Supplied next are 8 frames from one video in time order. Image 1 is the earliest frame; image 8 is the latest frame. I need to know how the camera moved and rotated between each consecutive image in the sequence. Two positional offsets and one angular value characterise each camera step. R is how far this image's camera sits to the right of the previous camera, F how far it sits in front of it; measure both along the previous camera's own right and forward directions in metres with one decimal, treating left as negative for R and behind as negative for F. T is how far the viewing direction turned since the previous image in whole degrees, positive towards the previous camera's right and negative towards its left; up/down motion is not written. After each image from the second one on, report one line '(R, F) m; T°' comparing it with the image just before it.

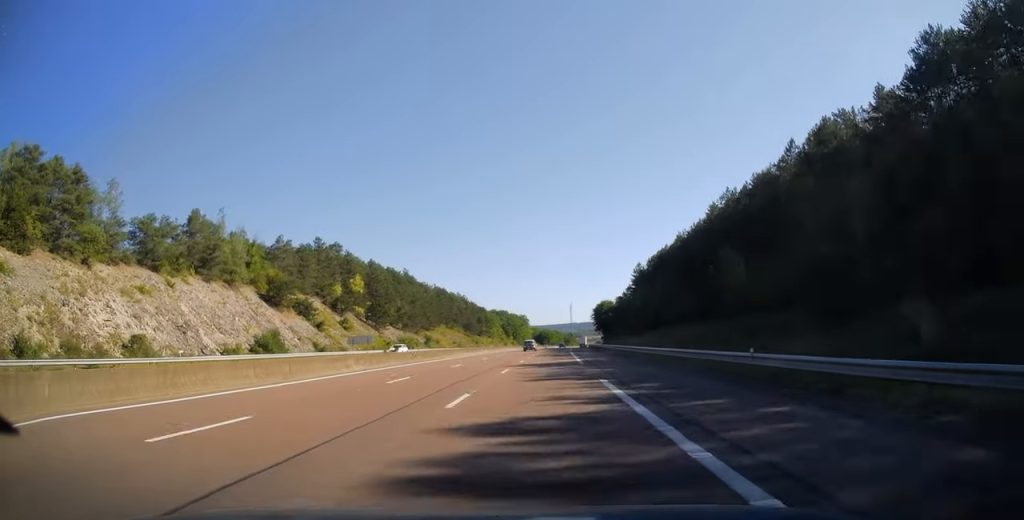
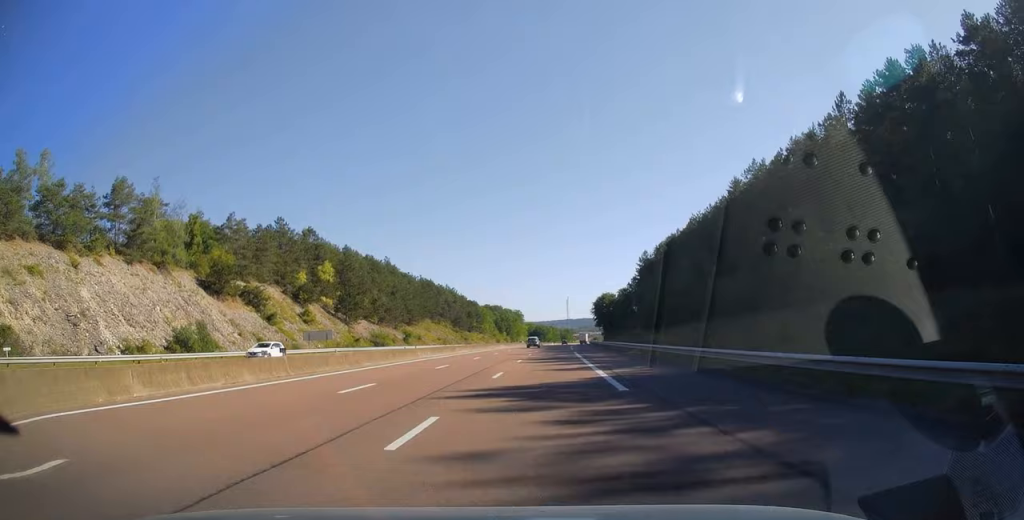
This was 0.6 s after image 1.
(0.0, +17.9) m; +1°
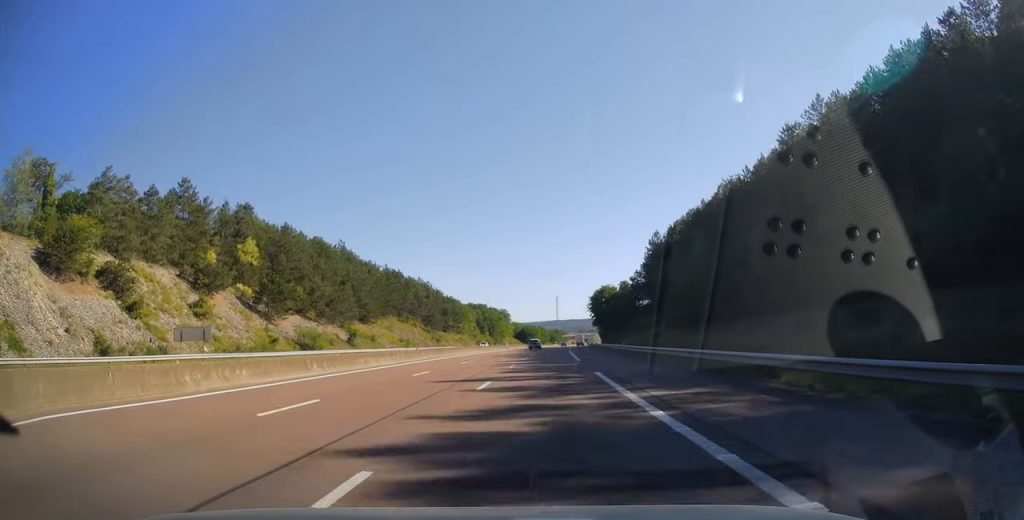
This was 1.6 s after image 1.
(+0.5, +30.1) m; +1°
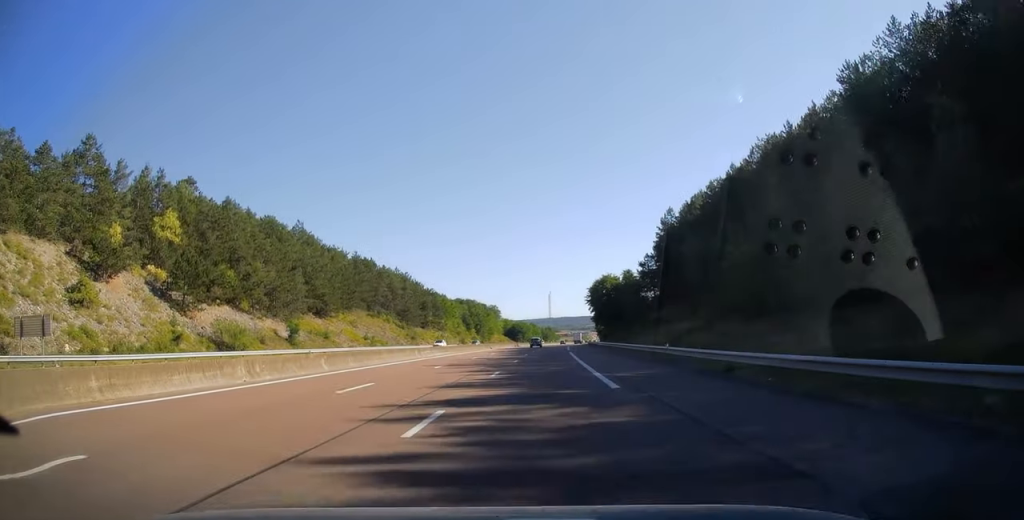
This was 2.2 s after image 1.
(0.0, +21.0) m; +1°
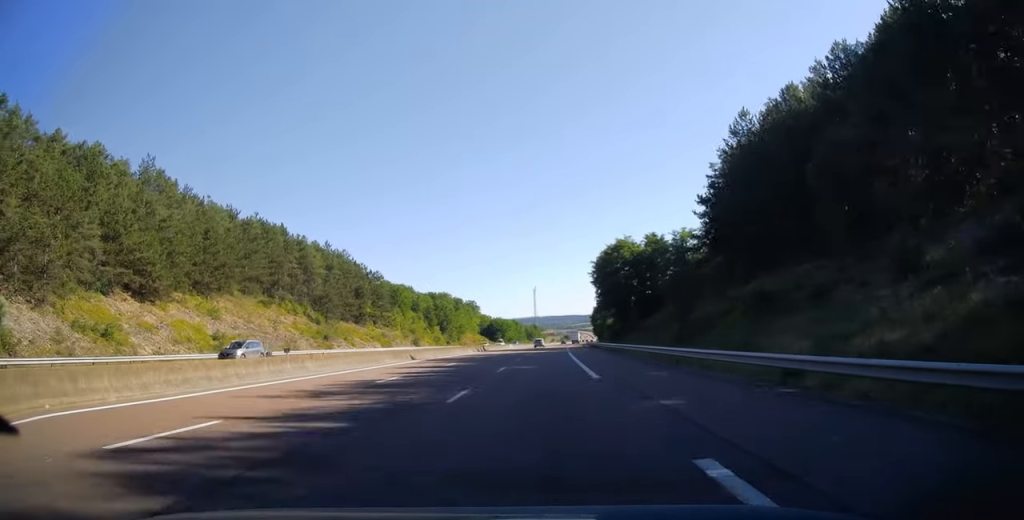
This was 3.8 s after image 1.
(+0.7, +47.6) m; +2°
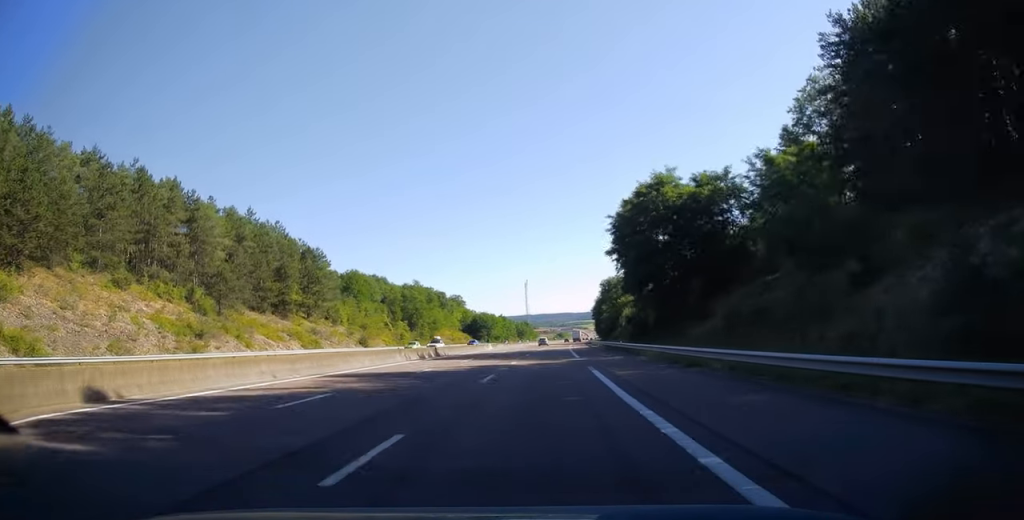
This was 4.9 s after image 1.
(+0.3, +33.3) m; +1°
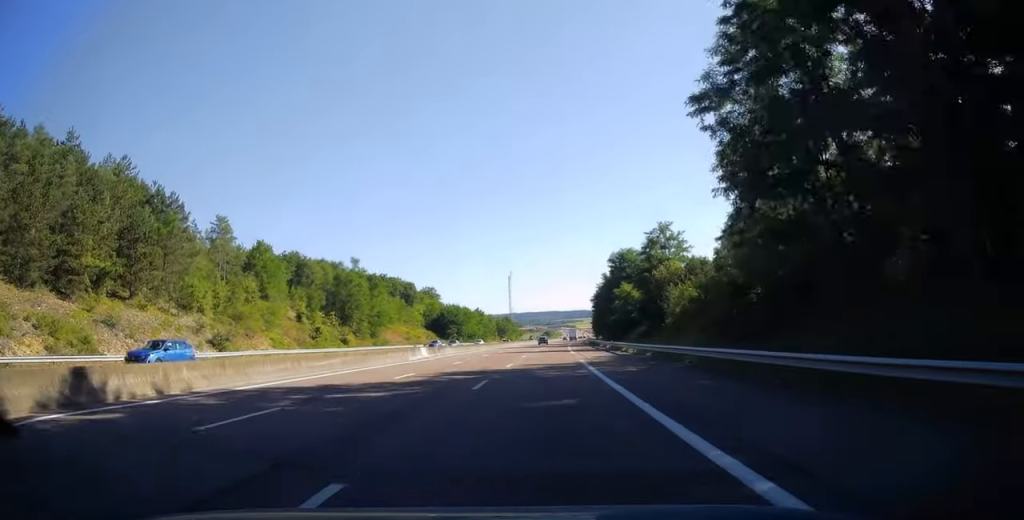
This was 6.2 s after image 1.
(+0.4, +42.1) m; +1°
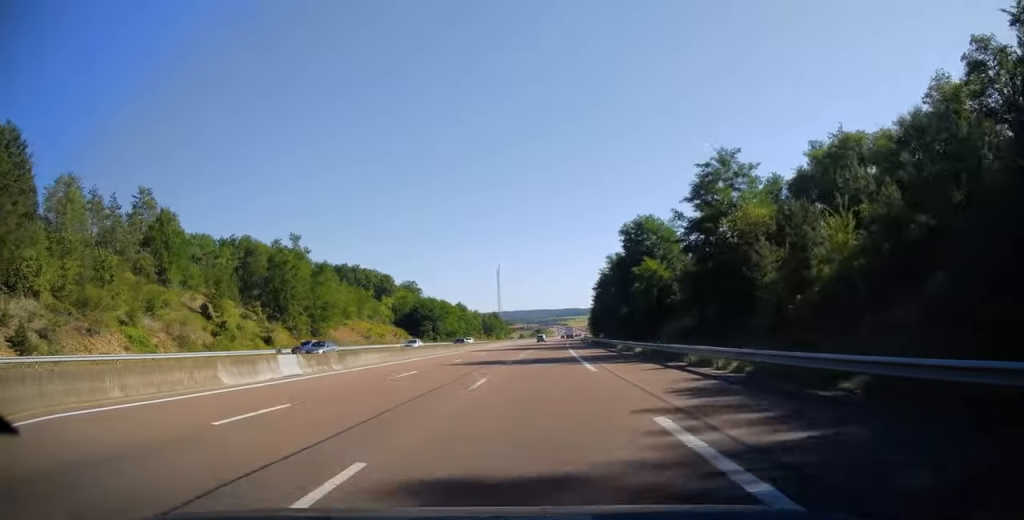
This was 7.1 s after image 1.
(+0.2, +25.1) m; +1°
